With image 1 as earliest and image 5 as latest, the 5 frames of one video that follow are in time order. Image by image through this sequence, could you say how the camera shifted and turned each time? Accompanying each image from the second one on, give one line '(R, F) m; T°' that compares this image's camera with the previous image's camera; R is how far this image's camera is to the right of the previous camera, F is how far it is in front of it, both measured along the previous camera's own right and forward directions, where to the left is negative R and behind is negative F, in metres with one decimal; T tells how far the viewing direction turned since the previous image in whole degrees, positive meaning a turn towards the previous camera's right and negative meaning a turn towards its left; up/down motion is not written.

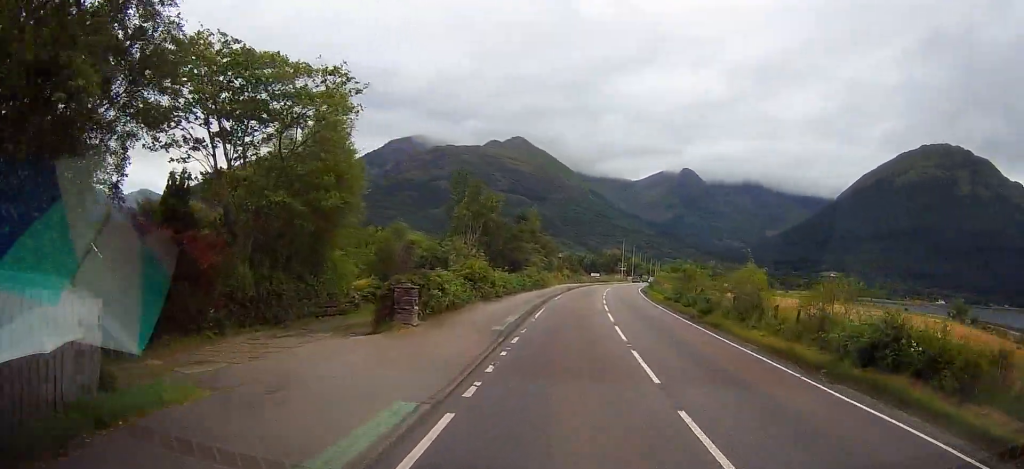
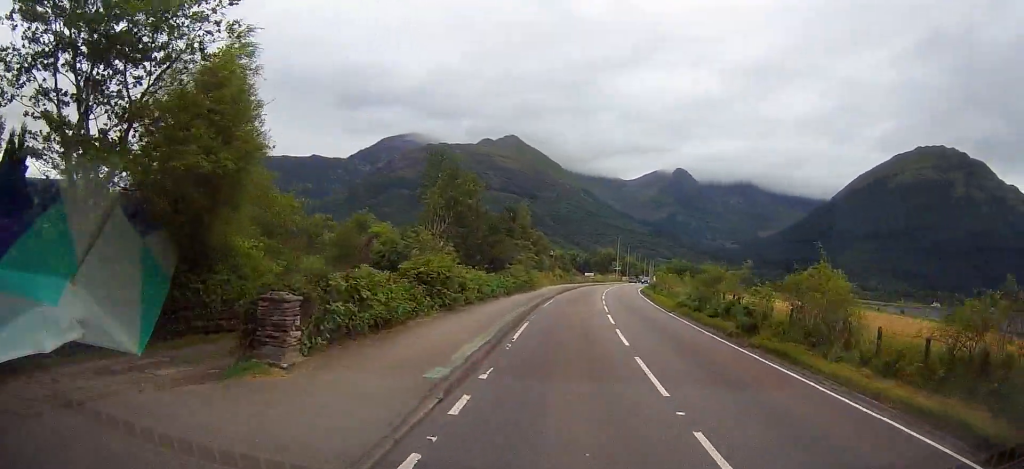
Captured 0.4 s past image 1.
(+0.1, +6.8) m; +1°
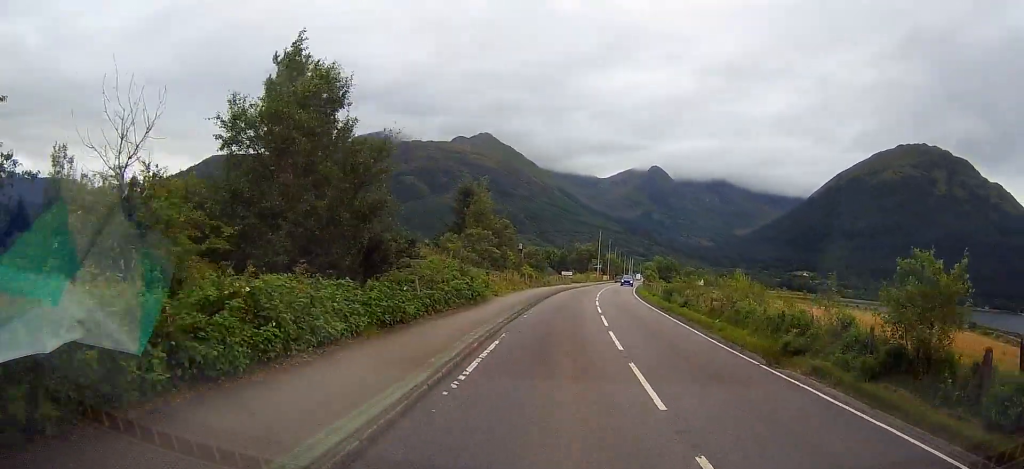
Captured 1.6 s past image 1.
(+0.1, +18.3) m; +1°
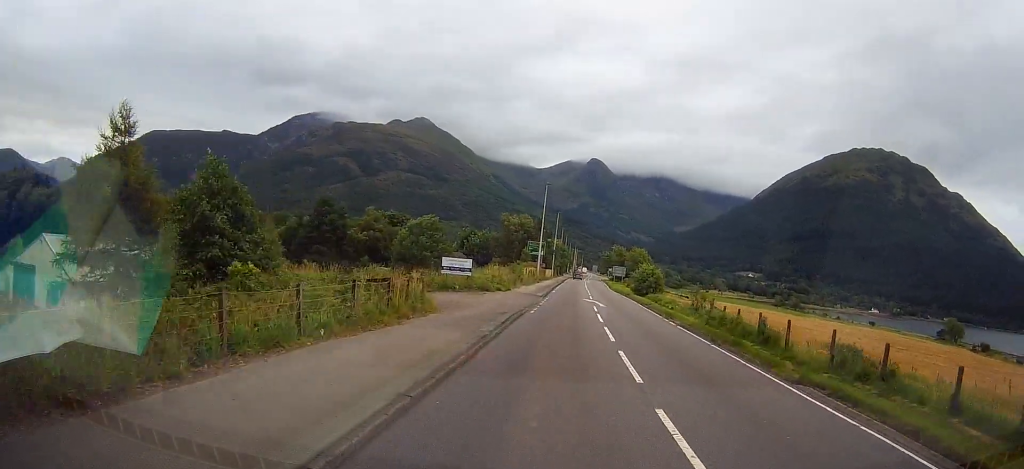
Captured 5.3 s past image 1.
(+3.4, +62.4) m; +7°
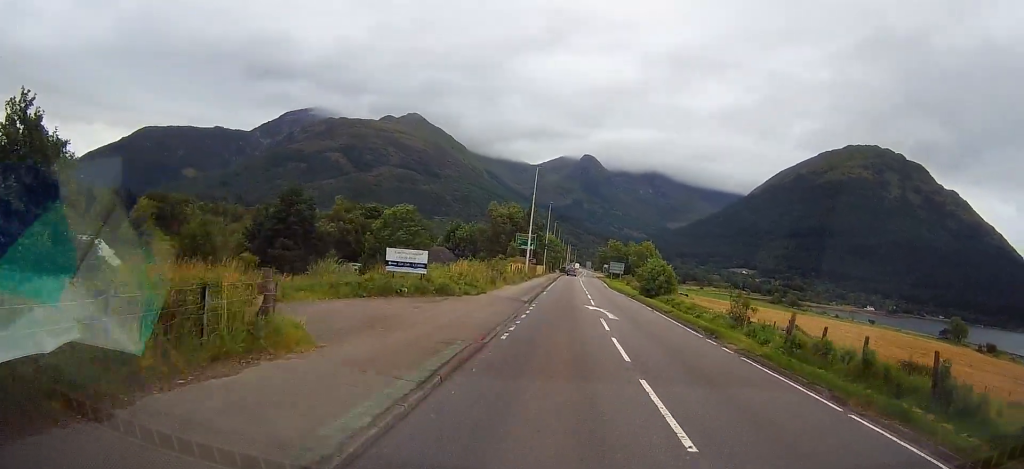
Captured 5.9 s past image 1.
(0.0, +9.9) m; 0°
